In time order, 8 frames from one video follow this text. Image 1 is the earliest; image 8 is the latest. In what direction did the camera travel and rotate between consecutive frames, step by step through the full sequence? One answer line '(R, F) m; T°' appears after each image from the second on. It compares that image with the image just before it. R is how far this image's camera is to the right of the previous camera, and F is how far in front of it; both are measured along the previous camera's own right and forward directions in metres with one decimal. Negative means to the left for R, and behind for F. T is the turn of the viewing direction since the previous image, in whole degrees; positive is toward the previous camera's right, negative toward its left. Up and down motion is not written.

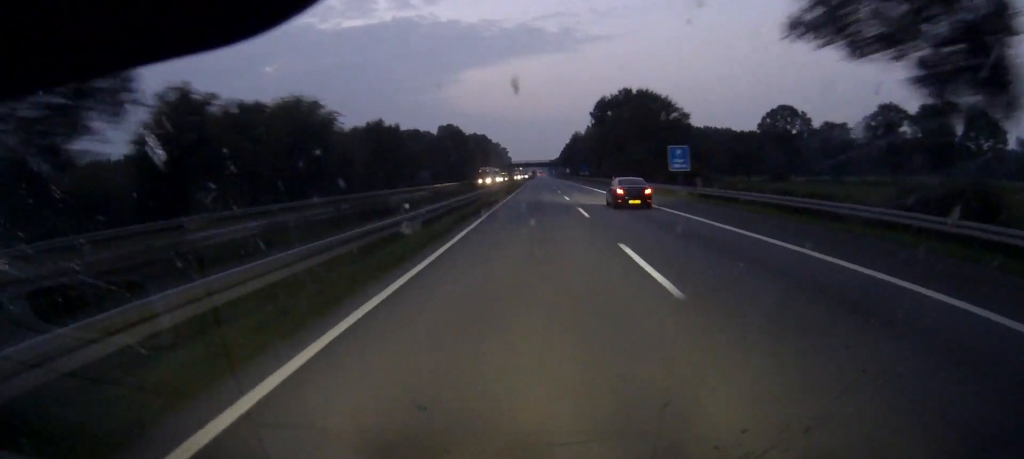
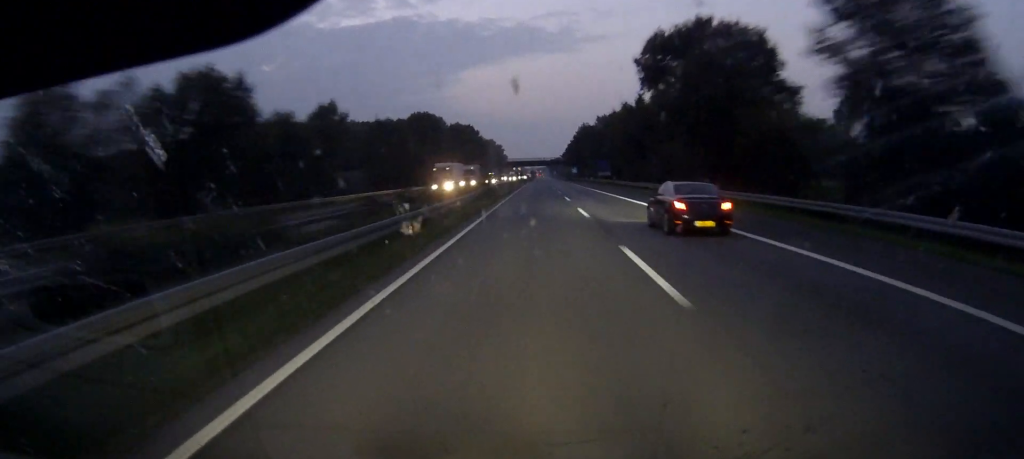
(0.0, +53.7) m; 0°
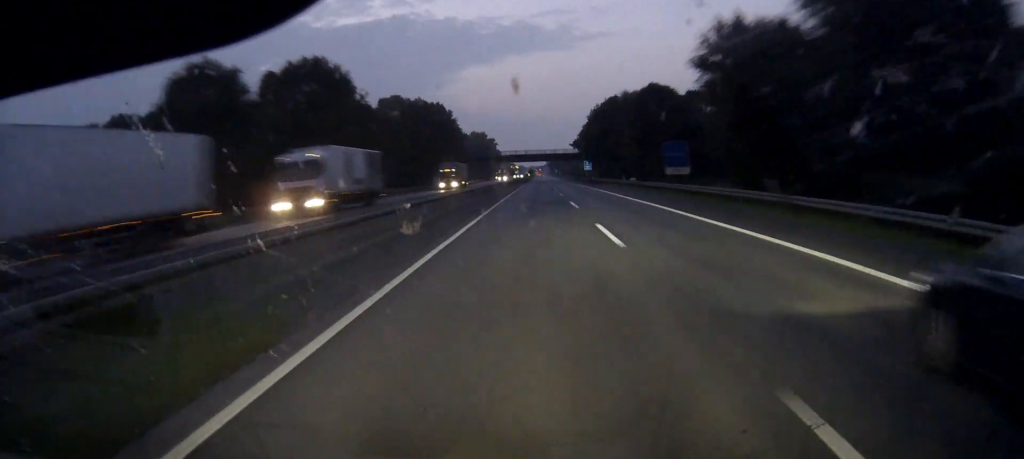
(+0.1, +64.7) m; 0°
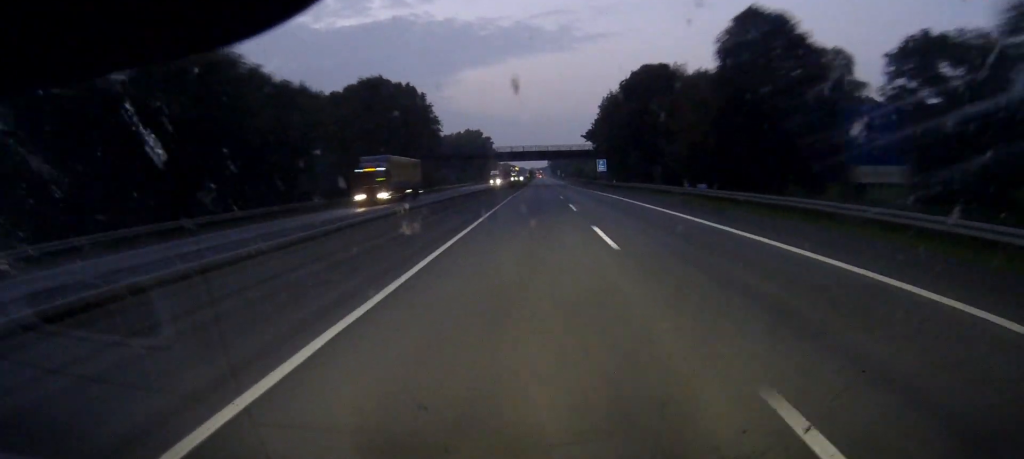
(0.0, +35.1) m; 0°
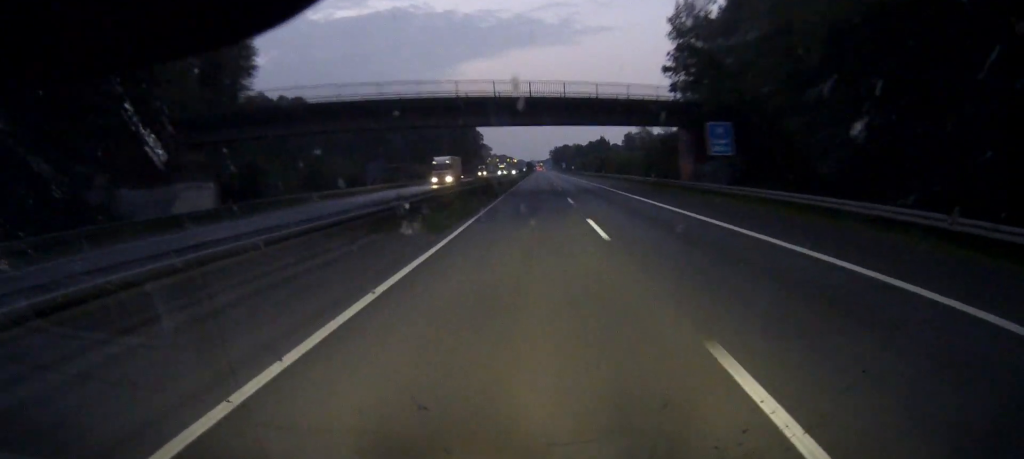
(-0.2, +86.5) m; 0°
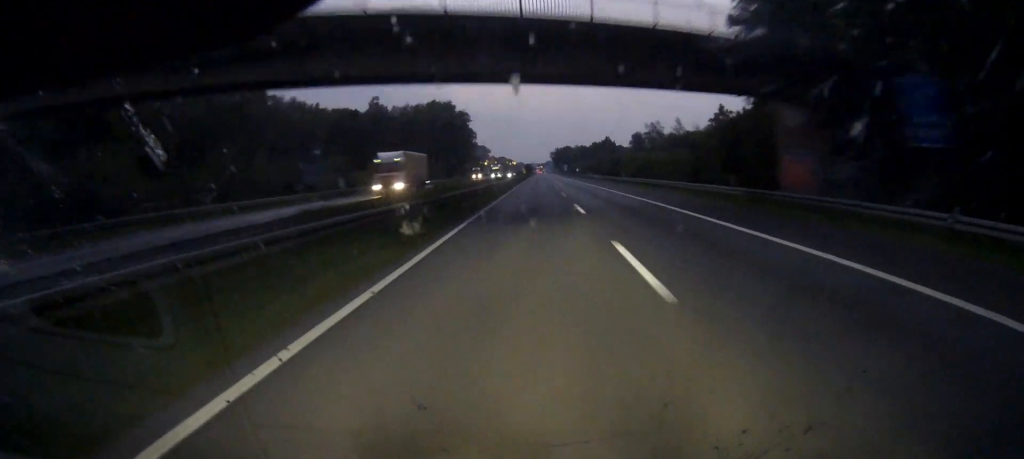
(0.0, +25.6) m; 0°
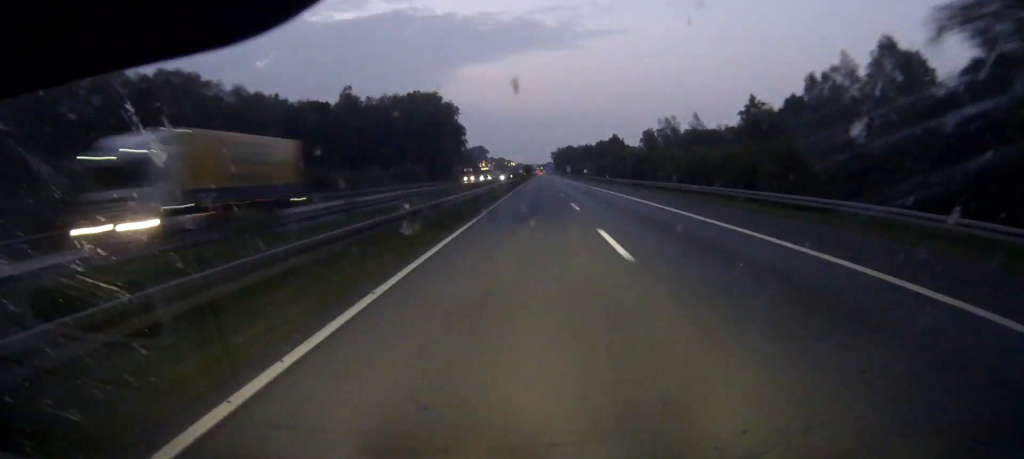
(0.0, +30.7) m; 0°
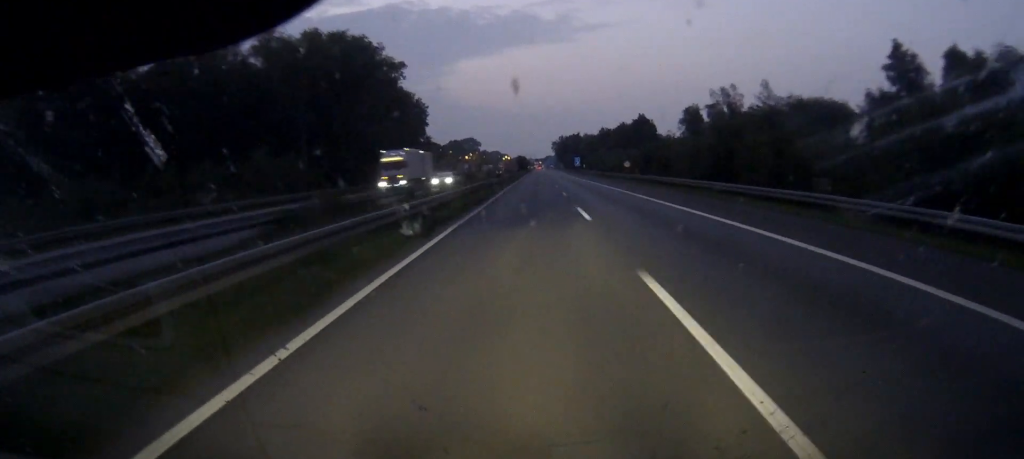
(+0.3, +77.7) m; 0°
